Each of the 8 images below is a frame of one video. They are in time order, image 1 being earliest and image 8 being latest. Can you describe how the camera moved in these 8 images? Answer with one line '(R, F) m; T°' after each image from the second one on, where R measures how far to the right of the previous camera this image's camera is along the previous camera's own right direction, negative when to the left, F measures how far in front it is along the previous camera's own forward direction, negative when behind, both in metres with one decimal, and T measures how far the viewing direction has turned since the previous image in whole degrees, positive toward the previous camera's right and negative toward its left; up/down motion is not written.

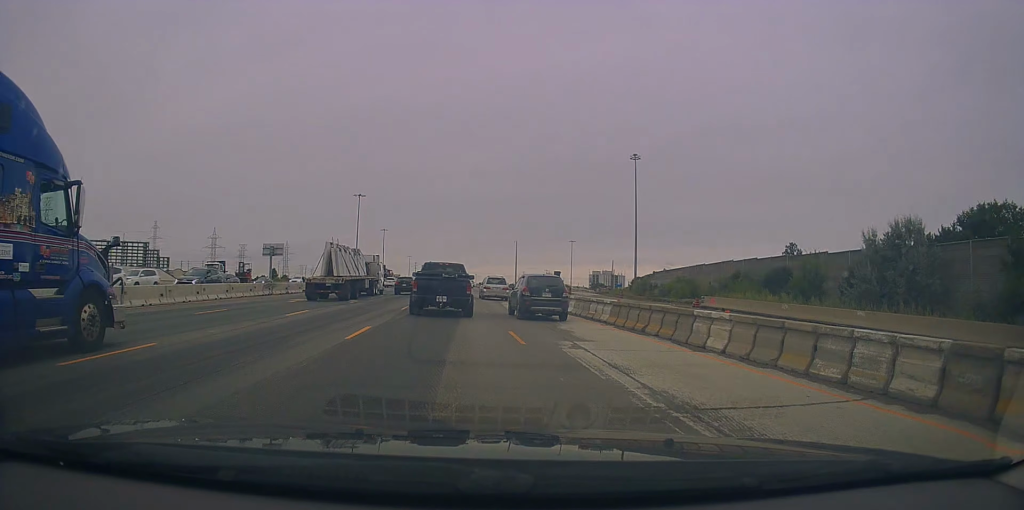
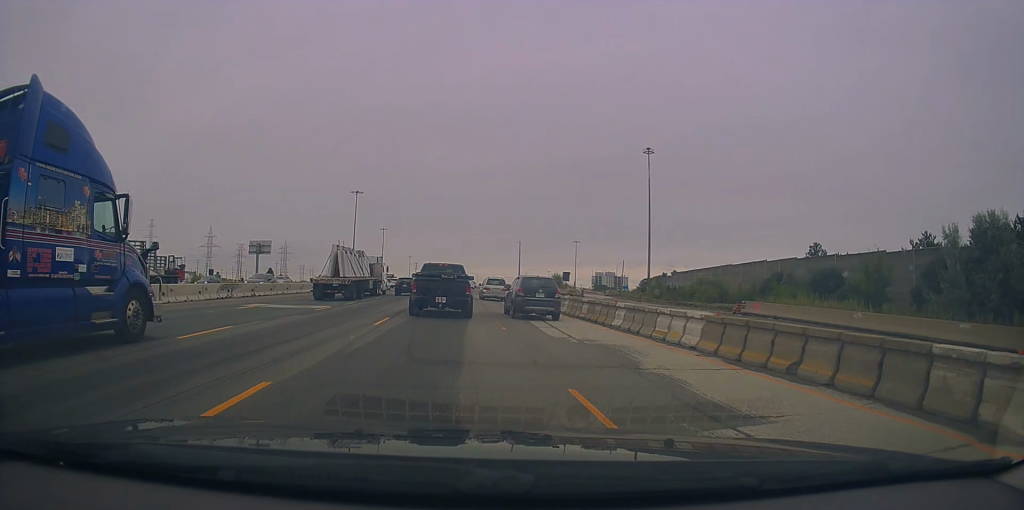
(+0.1, +7.8) m; -2°
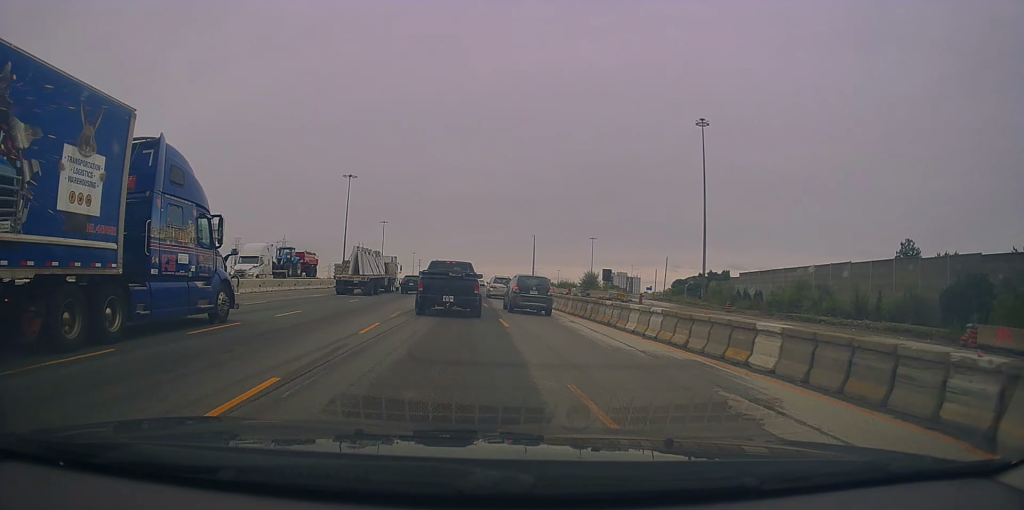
(-0.6, +23.5) m; -1°
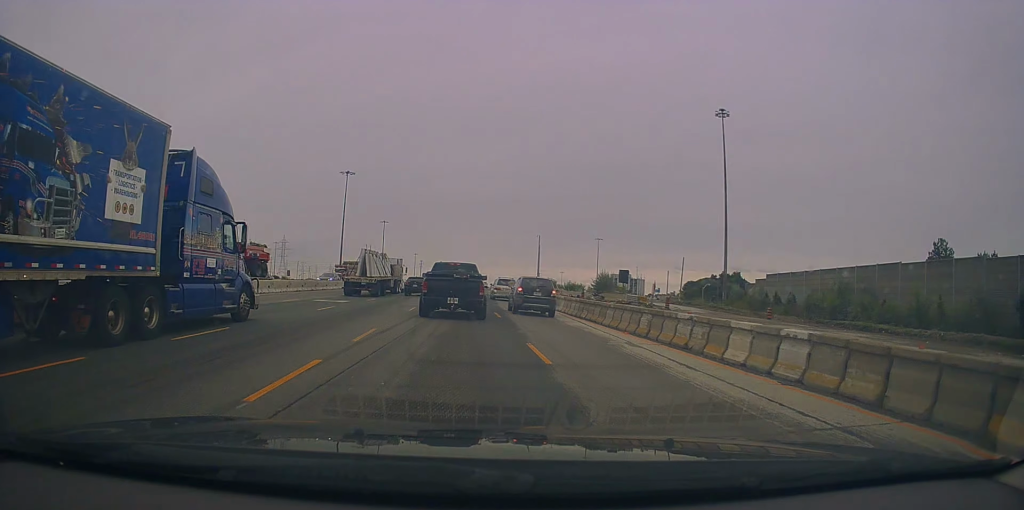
(+0.1, +6.9) m; 0°
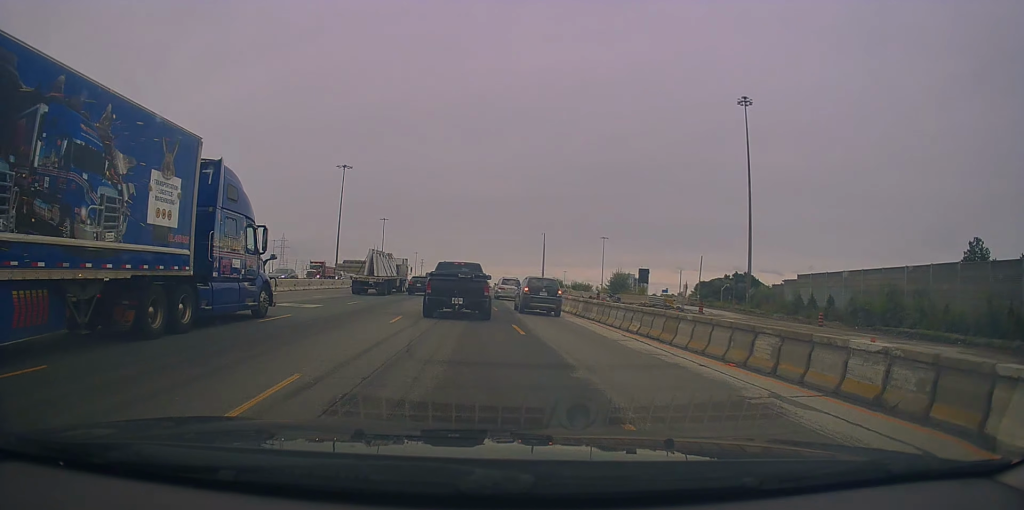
(-0.2, +7.0) m; 0°
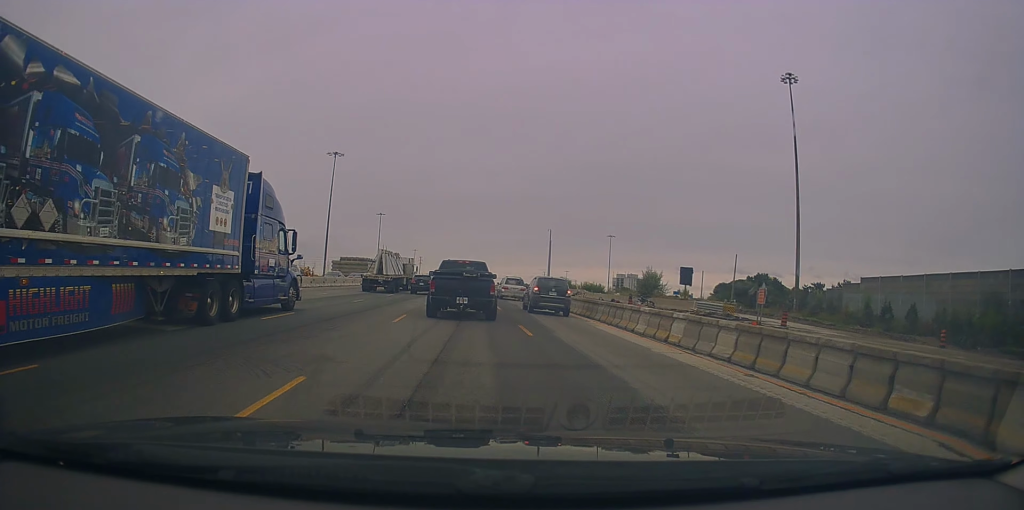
(+0.1, +12.2) m; 0°
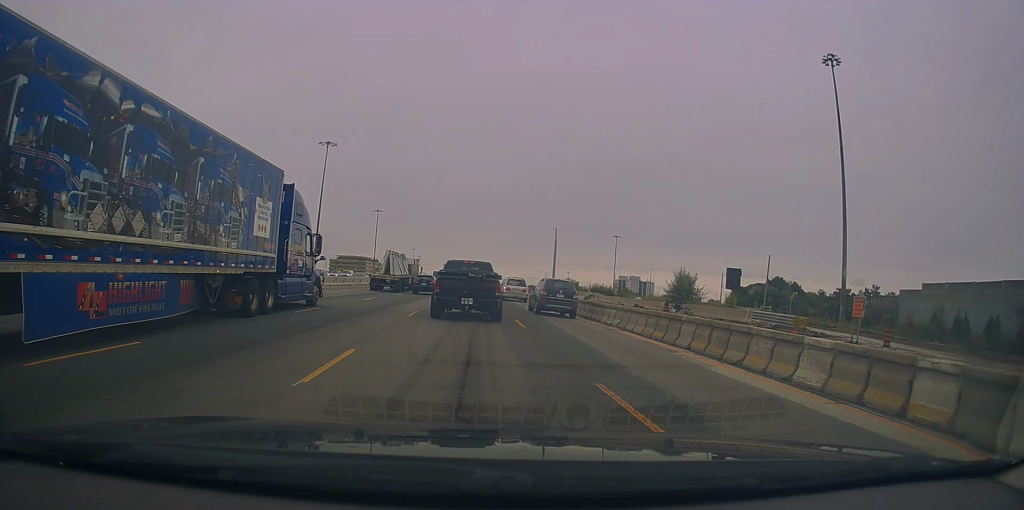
(0.0, +9.5) m; 0°
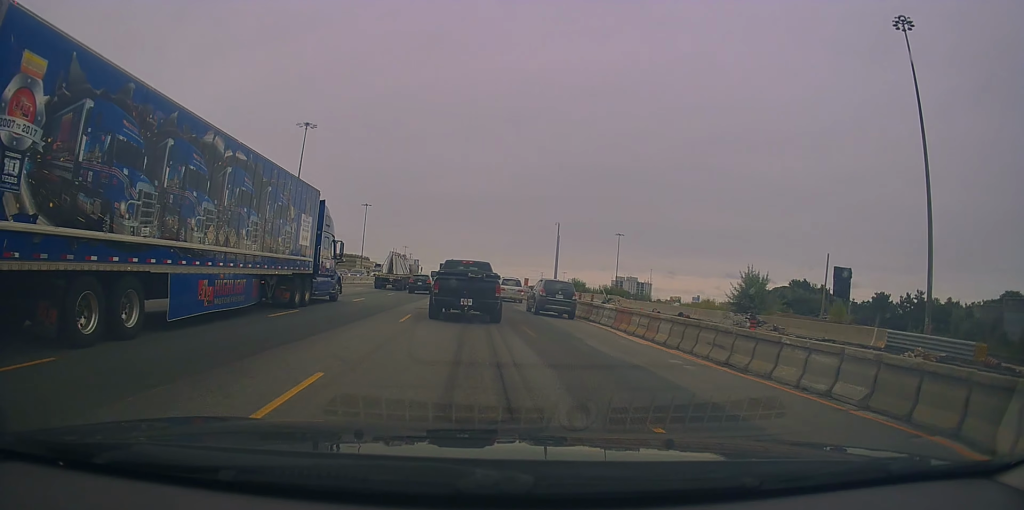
(-0.1, +14.4) m; +1°
